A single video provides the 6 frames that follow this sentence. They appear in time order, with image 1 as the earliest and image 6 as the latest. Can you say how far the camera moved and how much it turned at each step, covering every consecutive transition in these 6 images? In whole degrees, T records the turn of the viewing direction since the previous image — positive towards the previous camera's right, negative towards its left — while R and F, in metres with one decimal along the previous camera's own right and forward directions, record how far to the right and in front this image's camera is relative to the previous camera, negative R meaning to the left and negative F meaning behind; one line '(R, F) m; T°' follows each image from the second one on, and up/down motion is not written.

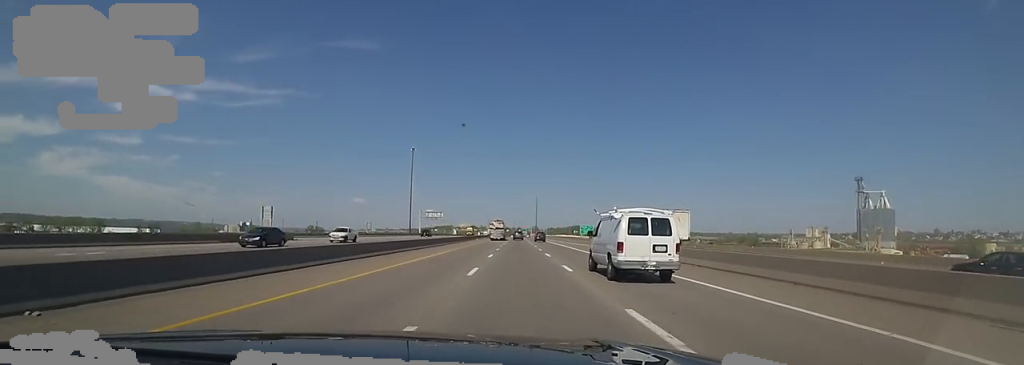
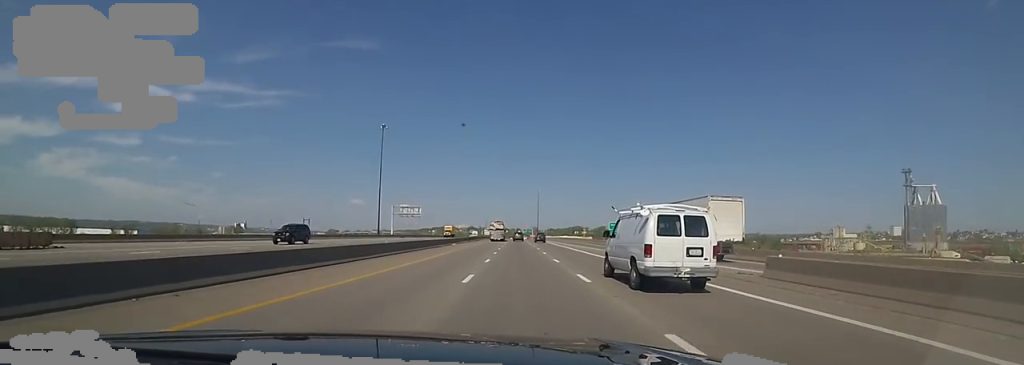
(0.0, +35.0) m; 0°
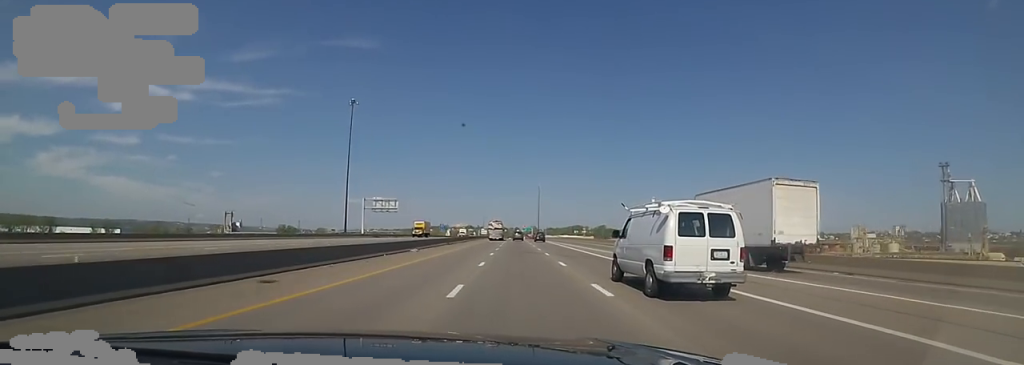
(0.0, +23.0) m; 0°
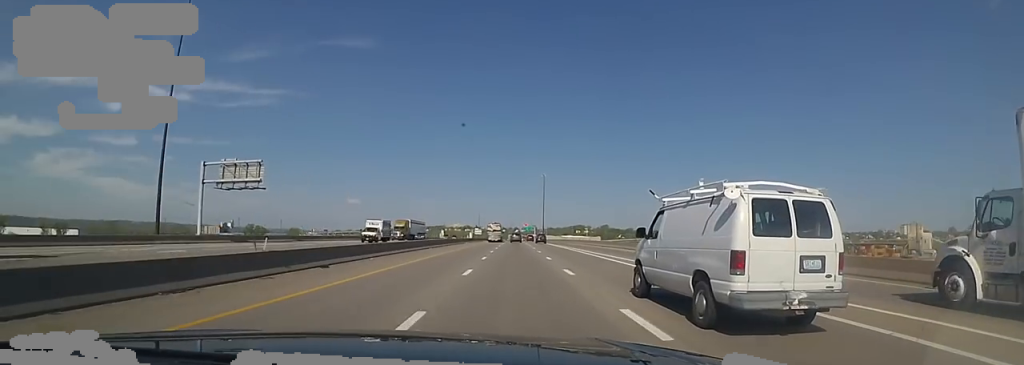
(0.0, +54.2) m; 0°
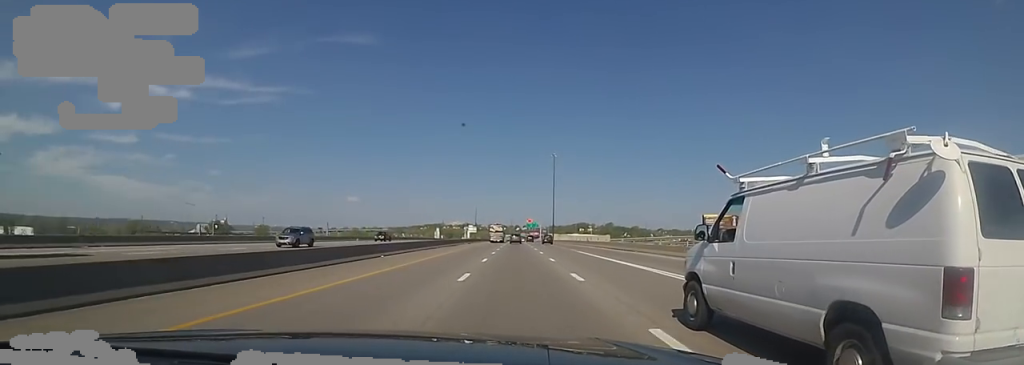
(0.0, +51.6) m; 0°
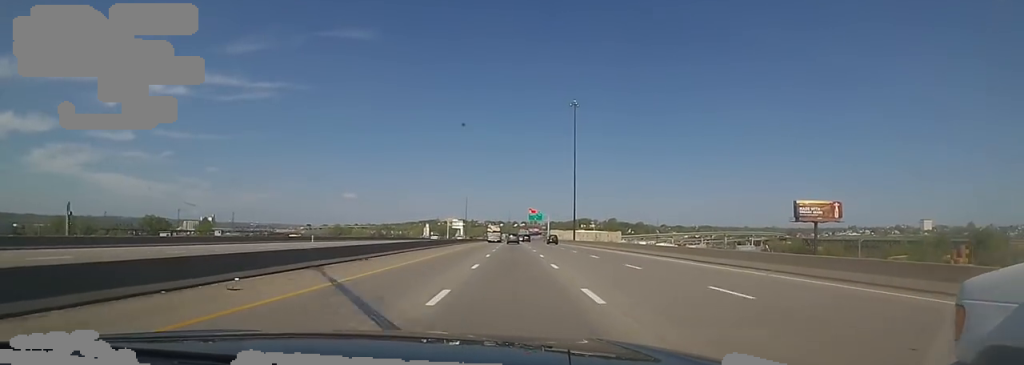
(0.0, +64.1) m; 0°
